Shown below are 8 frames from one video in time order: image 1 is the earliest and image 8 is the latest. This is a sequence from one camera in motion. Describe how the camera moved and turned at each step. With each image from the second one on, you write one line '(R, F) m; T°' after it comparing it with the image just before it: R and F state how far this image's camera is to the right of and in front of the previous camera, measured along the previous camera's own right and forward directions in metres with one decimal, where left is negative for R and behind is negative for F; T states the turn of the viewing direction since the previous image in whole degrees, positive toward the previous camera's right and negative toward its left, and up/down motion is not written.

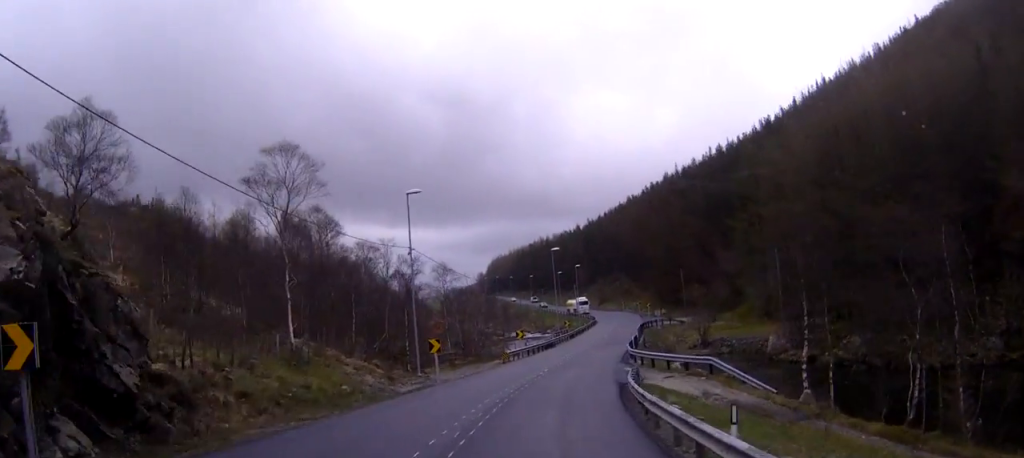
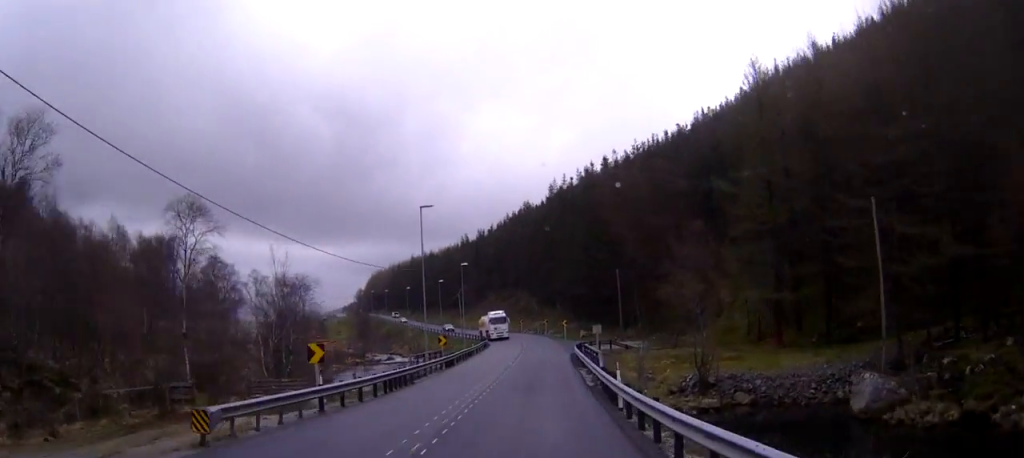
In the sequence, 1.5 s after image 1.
(+2.3, +34.8) m; +8°
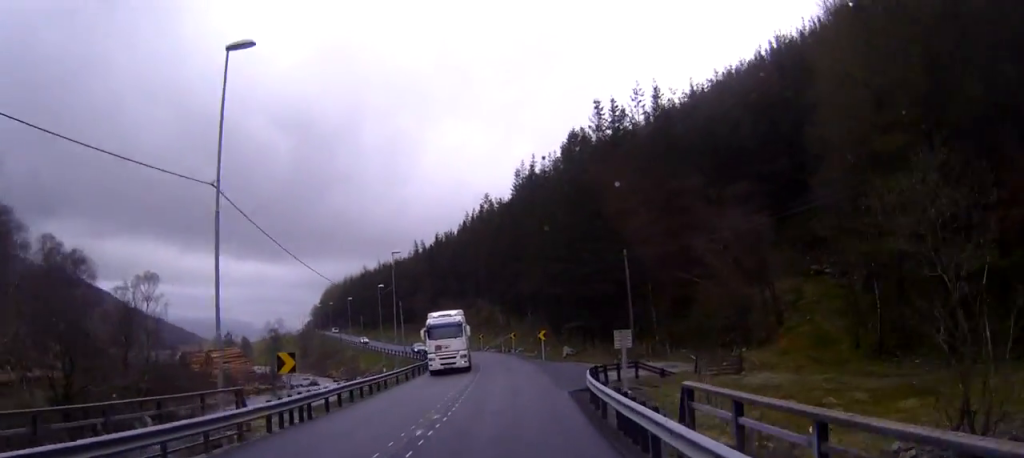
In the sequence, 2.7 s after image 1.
(+0.7, +27.2) m; +2°
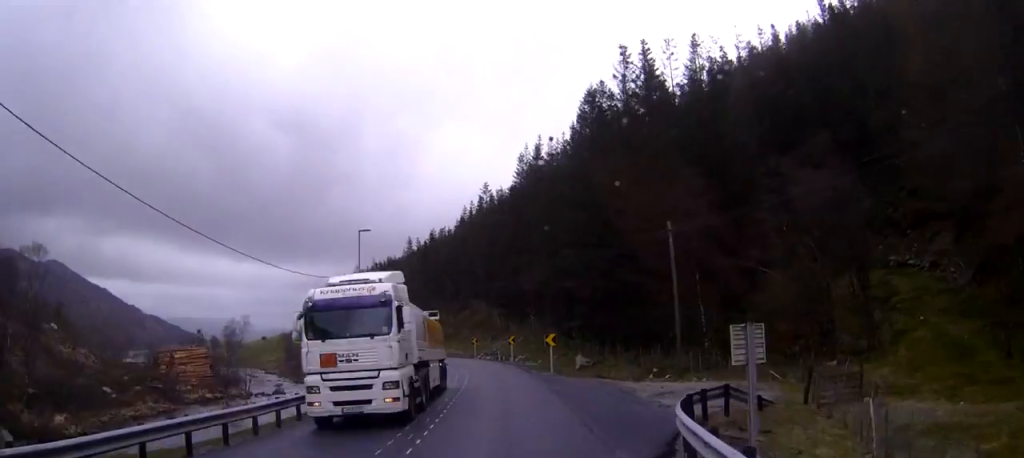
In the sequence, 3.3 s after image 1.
(+0.5, +14.2) m; -1°
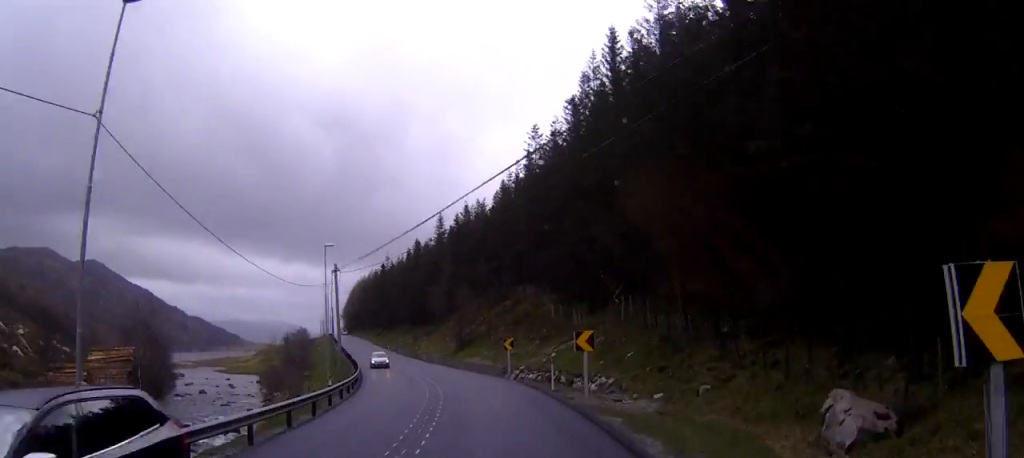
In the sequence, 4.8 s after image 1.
(-2.2, +36.7) m; -8°
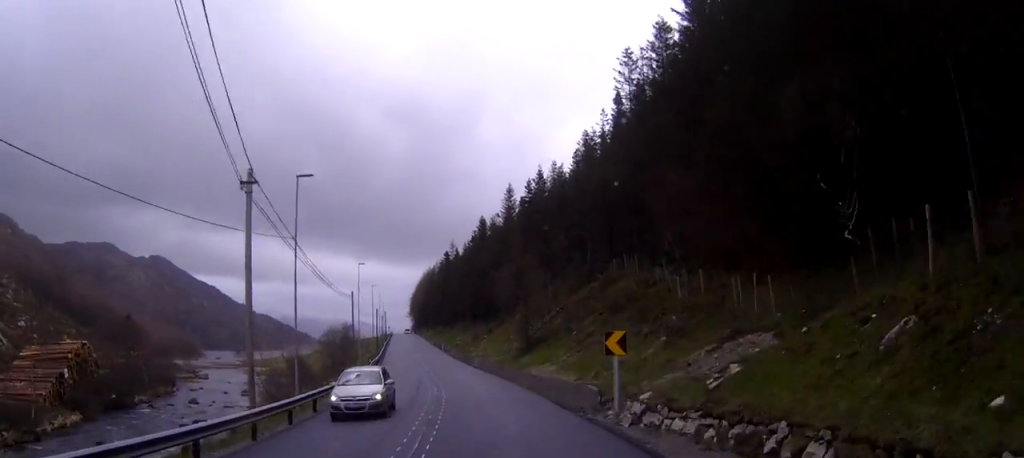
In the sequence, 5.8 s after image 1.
(-1.3, +24.1) m; -5°
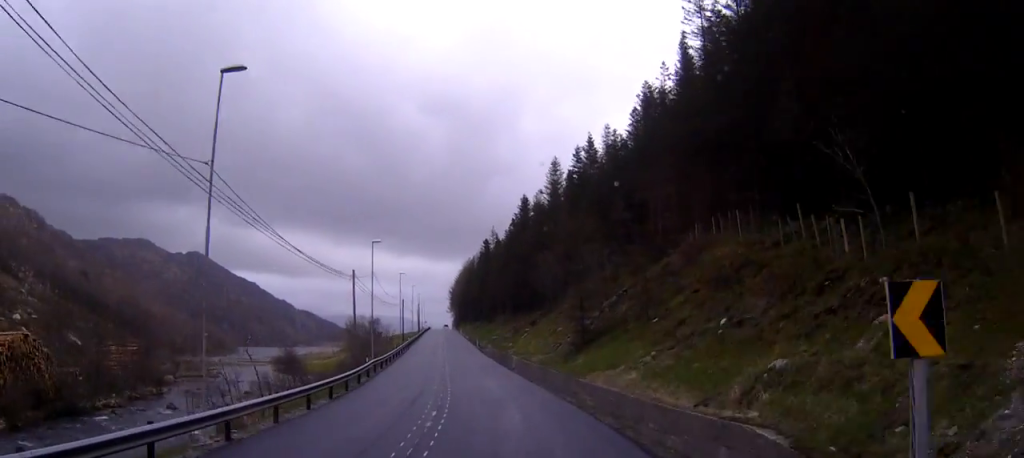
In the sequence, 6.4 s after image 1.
(-0.8, +14.5) m; -2°
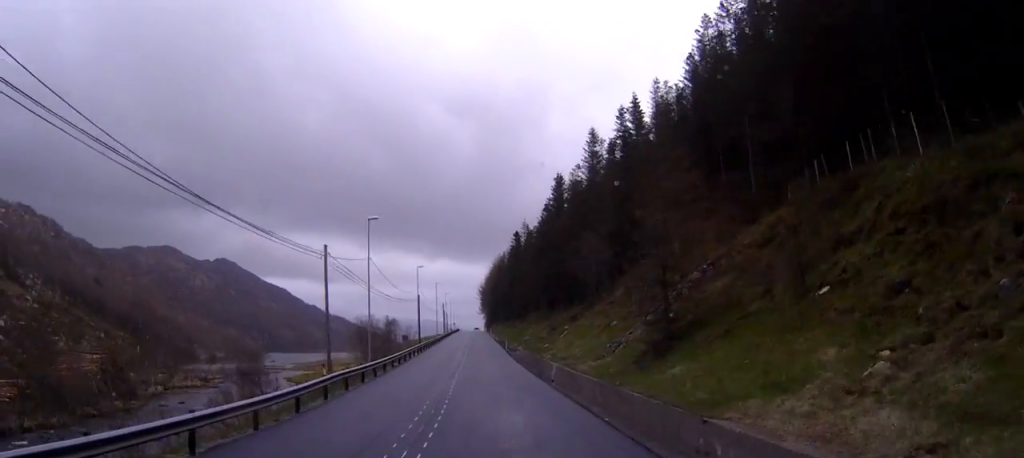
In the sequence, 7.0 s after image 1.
(+0.3, +14.4) m; 0°
